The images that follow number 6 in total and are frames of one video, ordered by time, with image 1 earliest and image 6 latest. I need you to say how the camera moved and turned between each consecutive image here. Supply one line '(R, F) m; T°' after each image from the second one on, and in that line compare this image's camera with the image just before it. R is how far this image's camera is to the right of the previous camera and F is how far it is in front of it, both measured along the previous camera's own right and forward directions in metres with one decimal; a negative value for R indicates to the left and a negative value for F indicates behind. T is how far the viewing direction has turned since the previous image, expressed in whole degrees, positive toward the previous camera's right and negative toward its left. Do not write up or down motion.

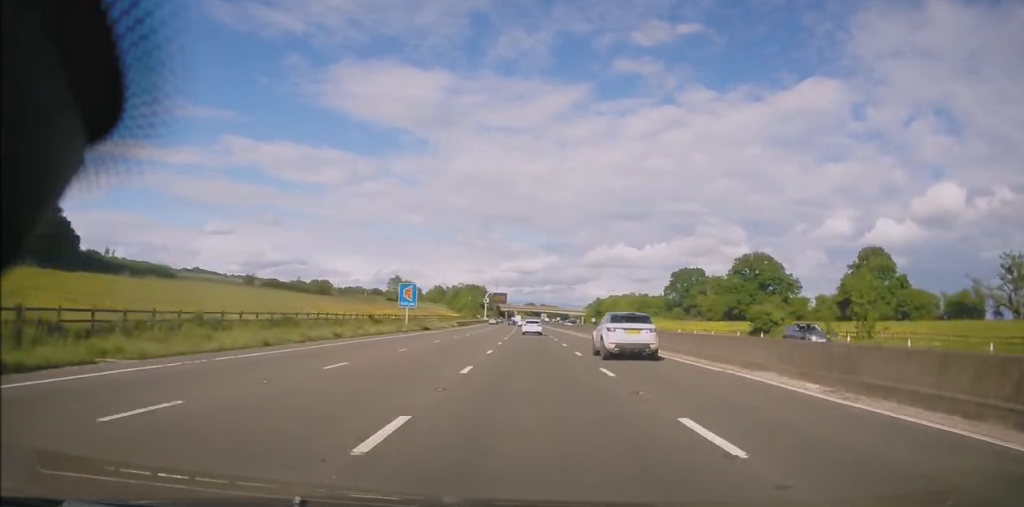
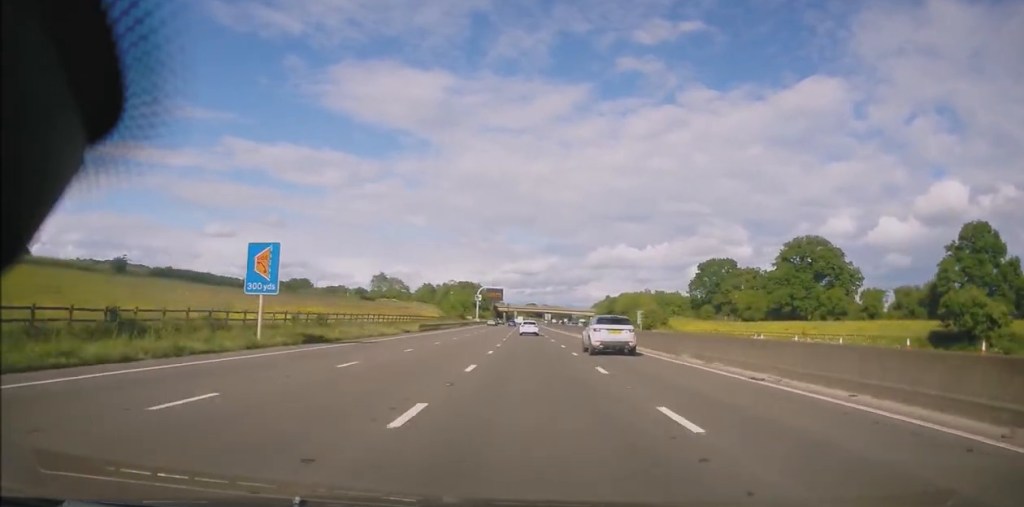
(-0.4, +34.0) m; -1°
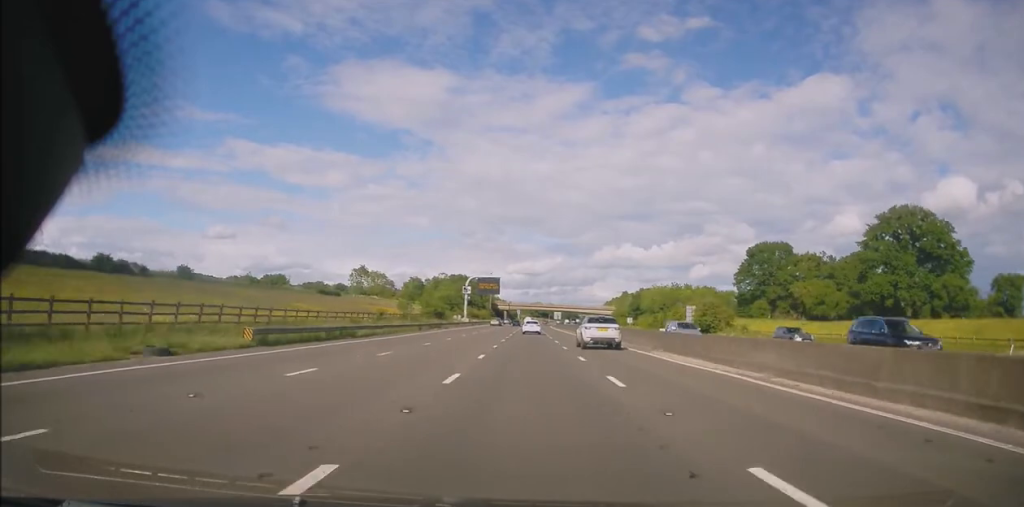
(+0.1, +39.0) m; +1°
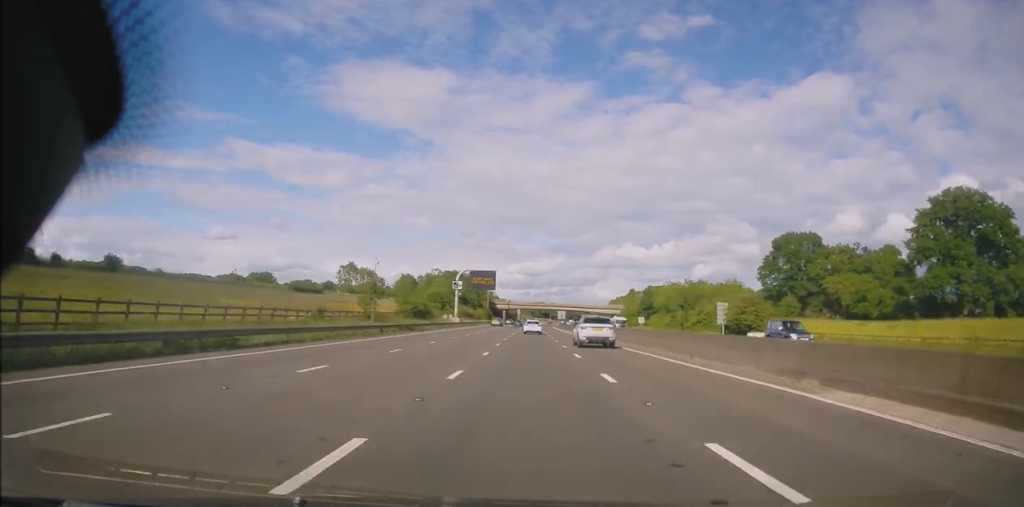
(+0.3, +16.1) m; 0°
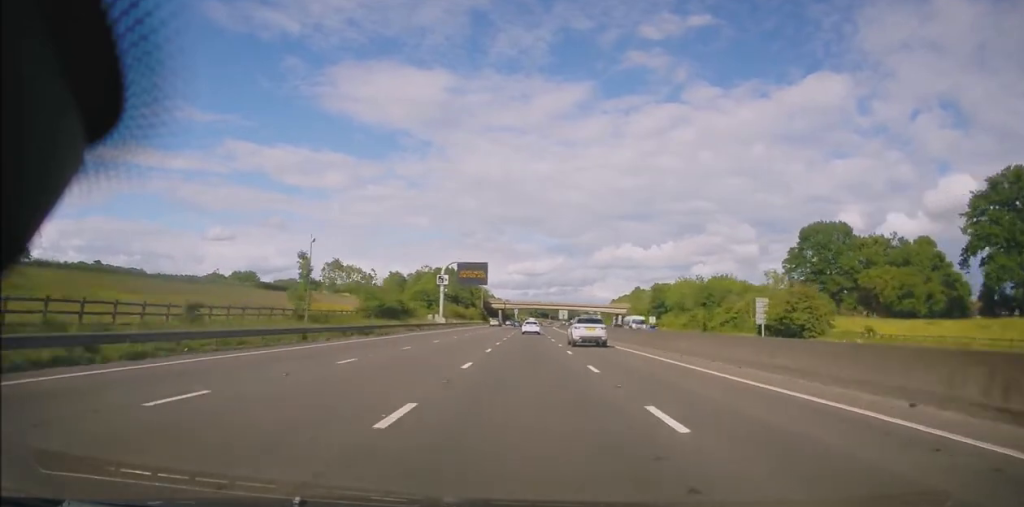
(0.0, +15.1) m; 0°
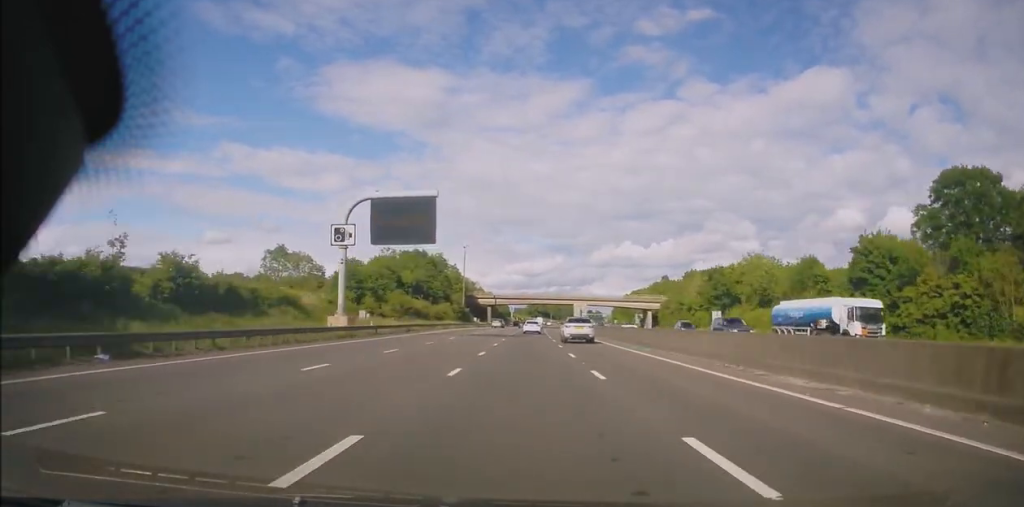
(-0.6, +46.4) m; 0°
